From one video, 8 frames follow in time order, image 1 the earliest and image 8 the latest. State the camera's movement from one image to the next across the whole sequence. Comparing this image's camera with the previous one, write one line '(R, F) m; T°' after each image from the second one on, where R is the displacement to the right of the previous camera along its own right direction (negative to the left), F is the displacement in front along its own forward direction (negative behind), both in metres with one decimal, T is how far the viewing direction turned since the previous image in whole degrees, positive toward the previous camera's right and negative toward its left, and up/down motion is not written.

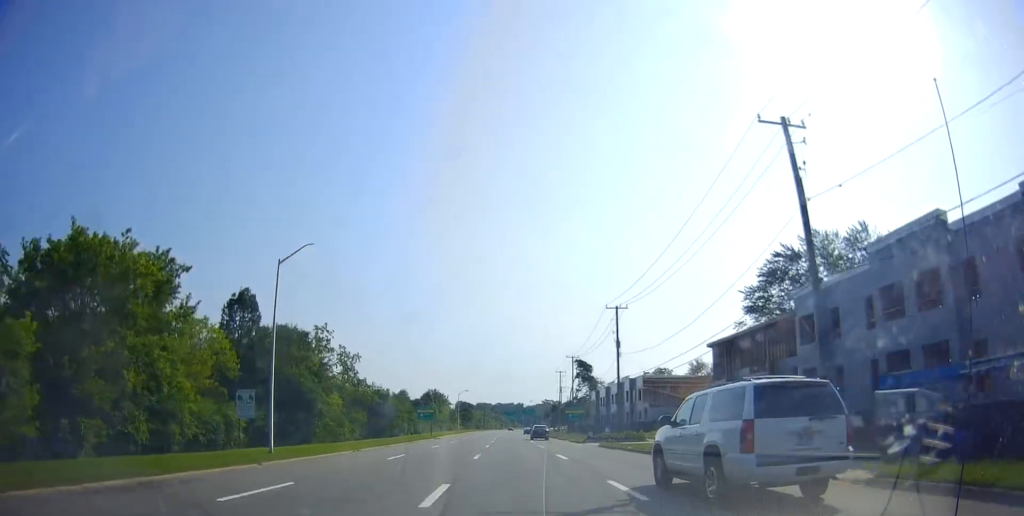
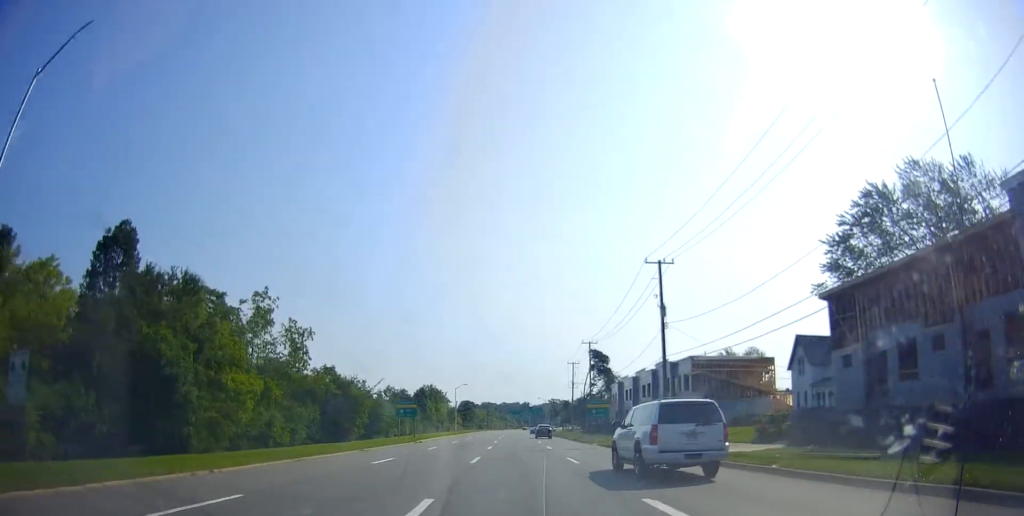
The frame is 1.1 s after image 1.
(0.0, +18.2) m; -1°
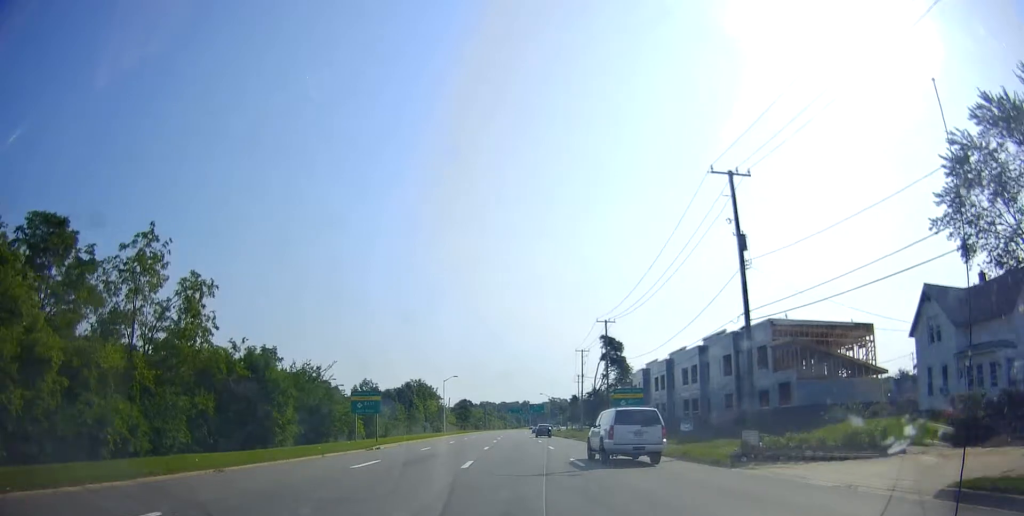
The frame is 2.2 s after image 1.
(-0.4, +18.0) m; 0°
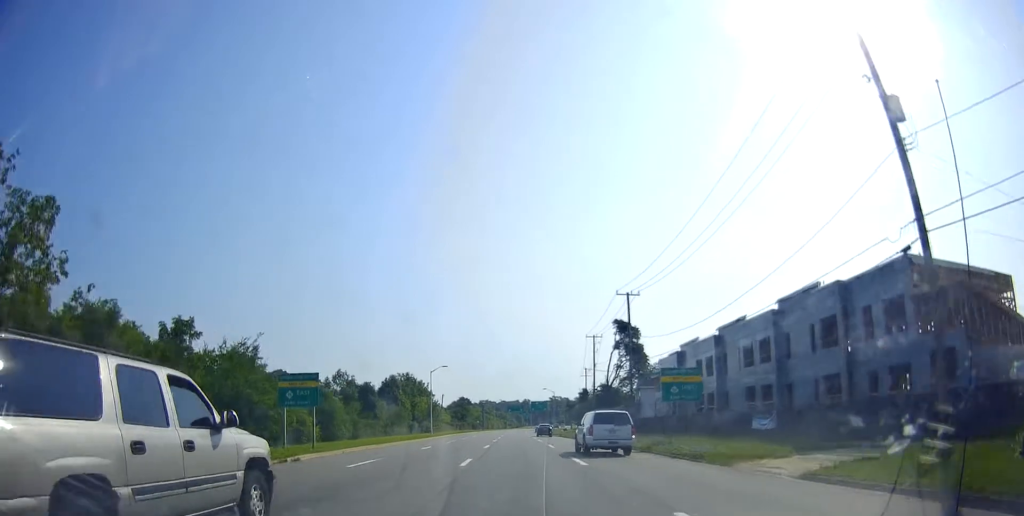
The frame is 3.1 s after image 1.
(+0.2, +15.2) m; 0°
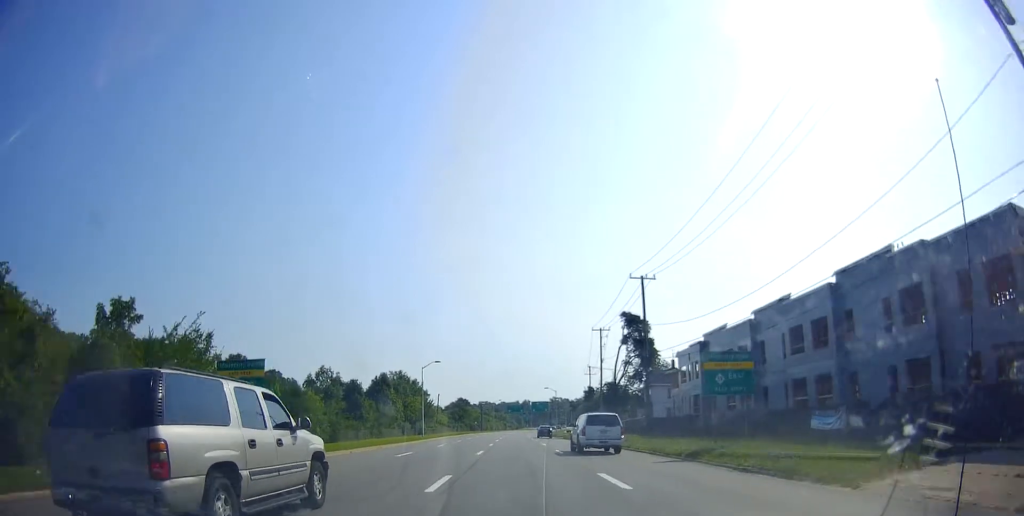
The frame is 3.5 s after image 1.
(+0.1, +7.3) m; 0°
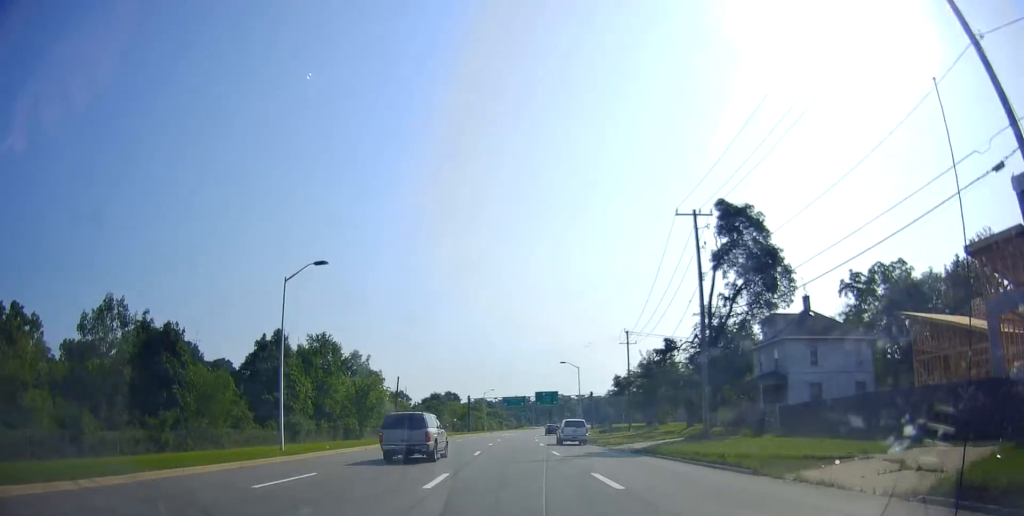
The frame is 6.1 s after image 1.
(0.0, +44.8) m; 0°
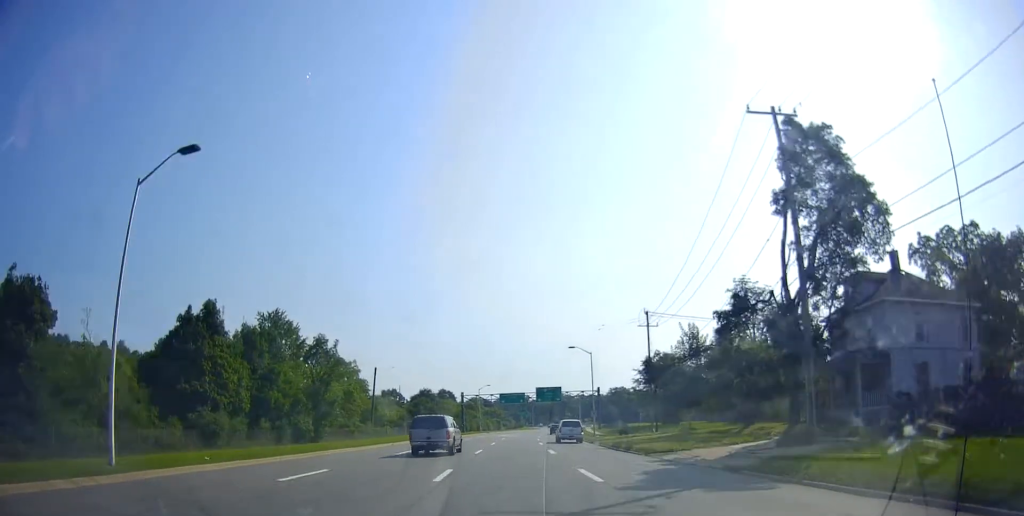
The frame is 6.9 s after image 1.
(+0.2, +13.8) m; 0°
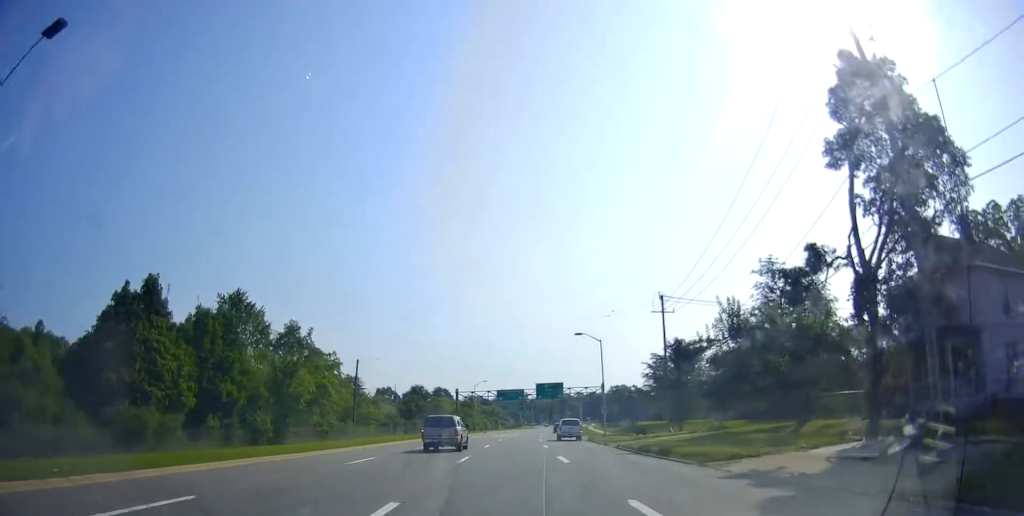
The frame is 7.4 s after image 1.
(+0.2, +8.1) m; 0°
